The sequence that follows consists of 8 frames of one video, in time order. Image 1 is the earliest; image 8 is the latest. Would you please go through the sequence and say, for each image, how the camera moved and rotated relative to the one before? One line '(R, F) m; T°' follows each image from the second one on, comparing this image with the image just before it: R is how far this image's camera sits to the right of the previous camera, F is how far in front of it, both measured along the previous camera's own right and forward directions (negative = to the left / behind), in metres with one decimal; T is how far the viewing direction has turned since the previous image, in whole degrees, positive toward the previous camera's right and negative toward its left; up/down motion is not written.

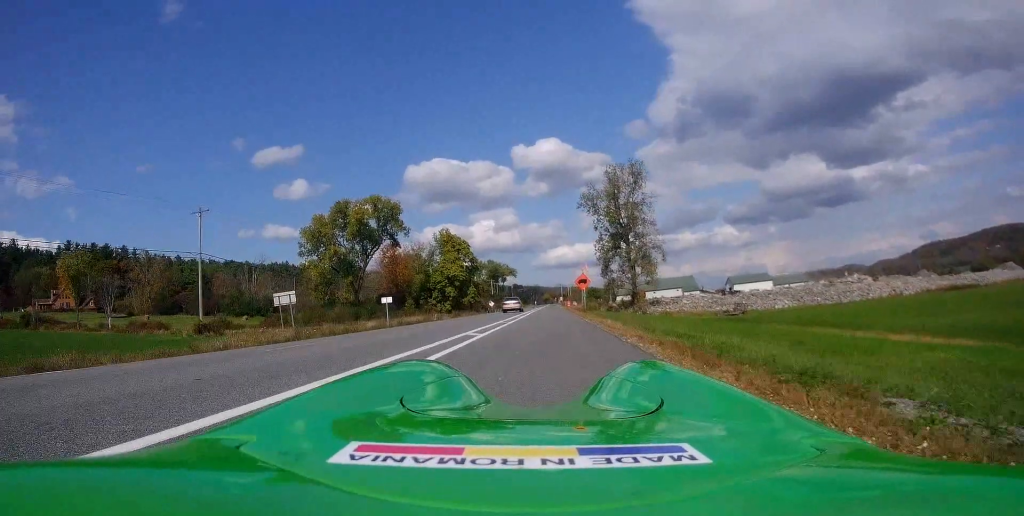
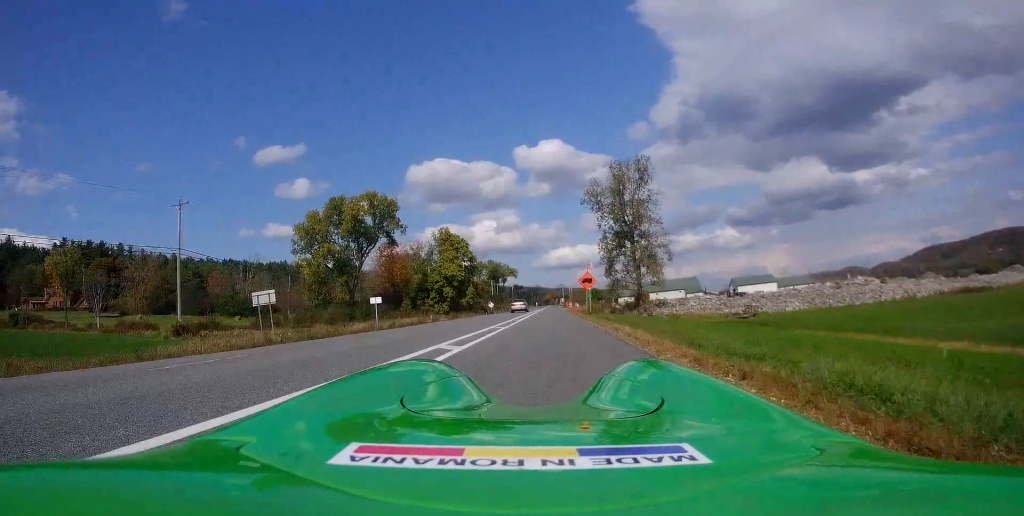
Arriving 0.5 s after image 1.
(0.0, +3.7) m; 0°
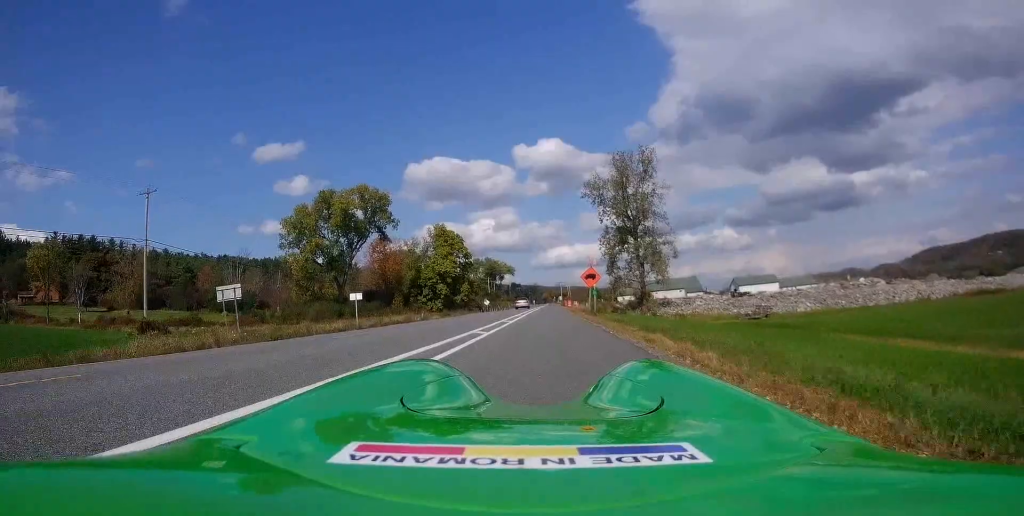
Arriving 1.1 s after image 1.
(0.0, +4.6) m; 0°
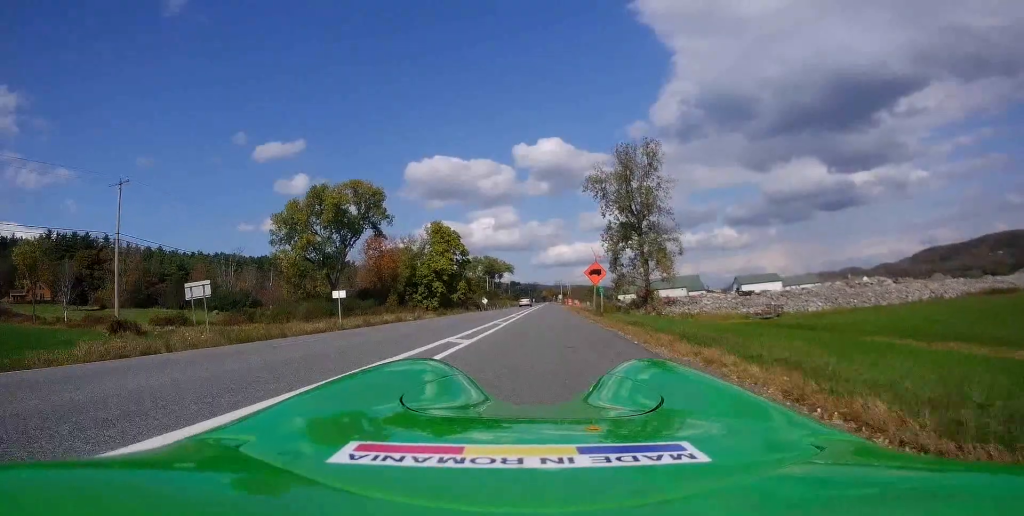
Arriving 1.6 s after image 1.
(0.0, +3.7) m; 0°
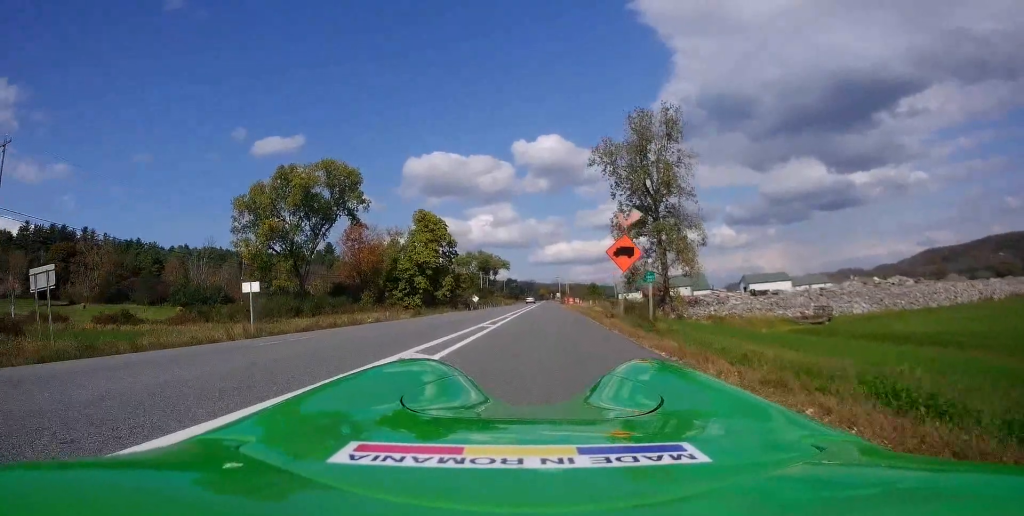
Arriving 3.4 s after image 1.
(0.0, +12.8) m; 0°
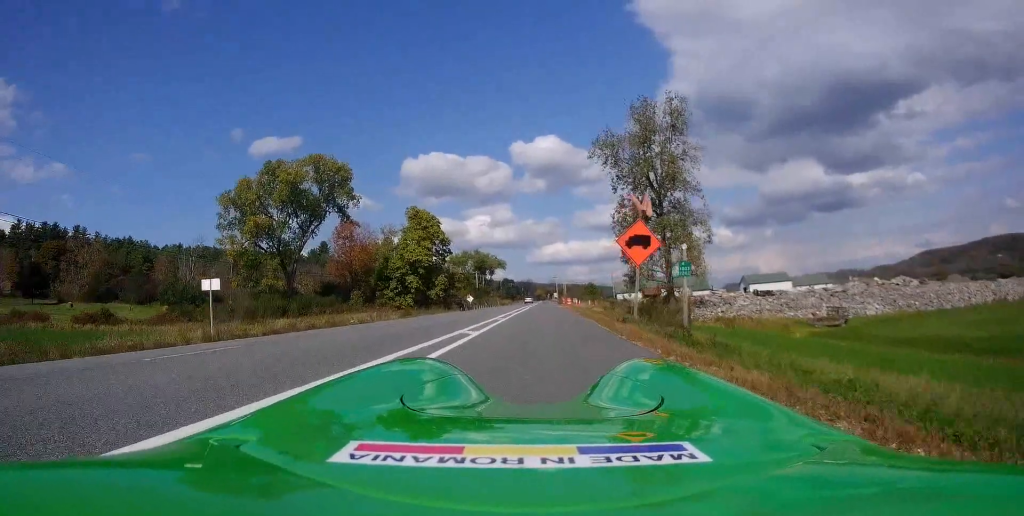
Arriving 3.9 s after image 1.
(0.0, +3.6) m; 0°
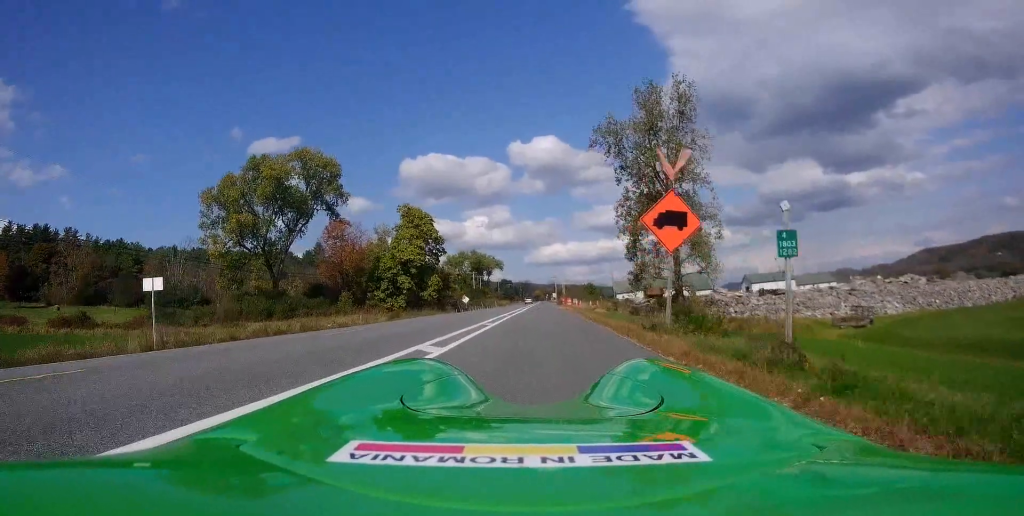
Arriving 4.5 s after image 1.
(0.0, +4.3) m; 0°
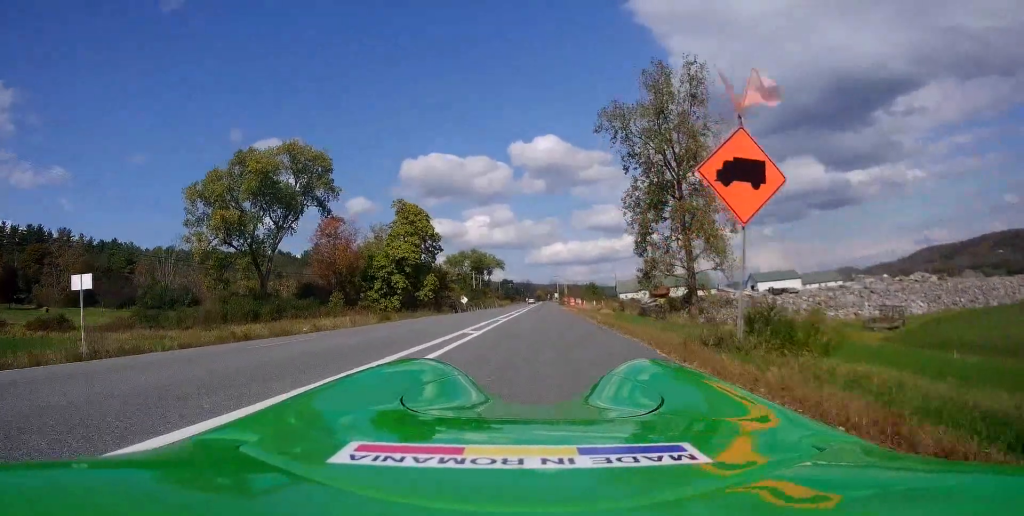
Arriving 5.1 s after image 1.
(0.0, +4.5) m; 0°
